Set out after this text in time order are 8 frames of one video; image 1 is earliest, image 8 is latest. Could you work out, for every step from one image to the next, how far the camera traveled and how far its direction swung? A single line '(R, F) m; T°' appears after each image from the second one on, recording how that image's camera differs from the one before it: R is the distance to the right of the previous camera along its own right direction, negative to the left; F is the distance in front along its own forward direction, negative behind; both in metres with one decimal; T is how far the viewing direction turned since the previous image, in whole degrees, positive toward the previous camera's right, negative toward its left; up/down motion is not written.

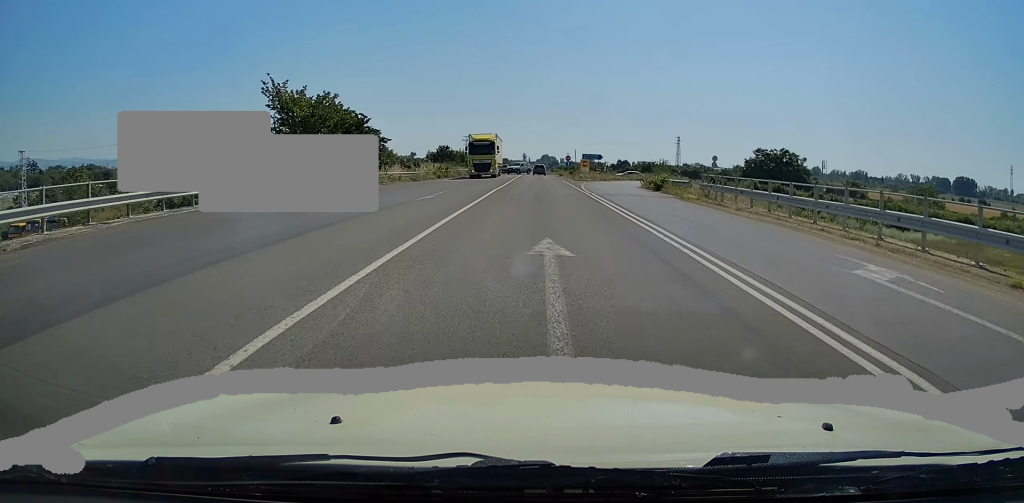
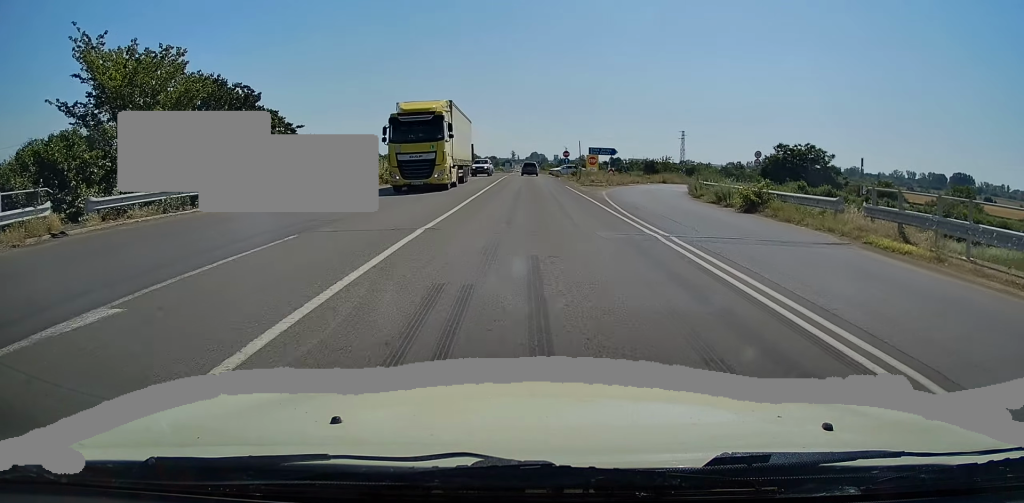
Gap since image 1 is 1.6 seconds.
(+0.1, +18.2) m; 0°
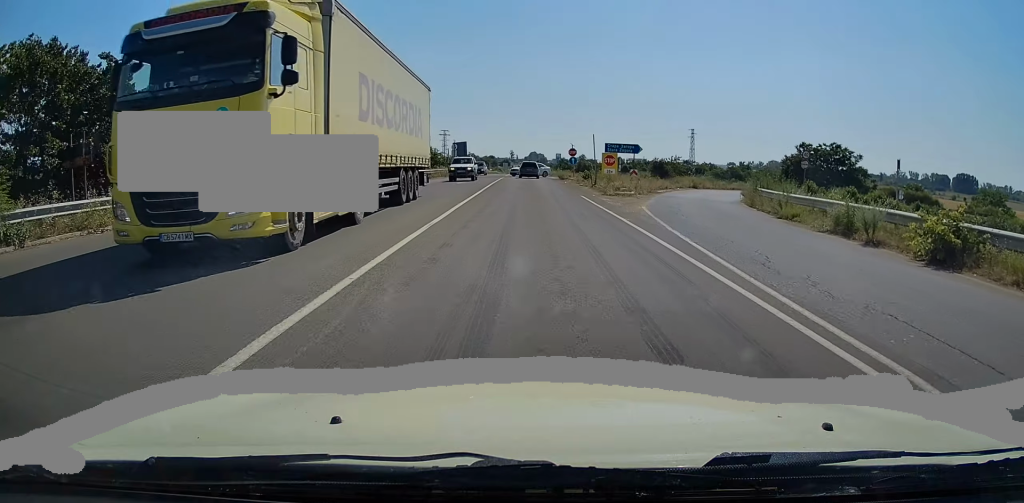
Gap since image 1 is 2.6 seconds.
(0.0, +10.9) m; 0°
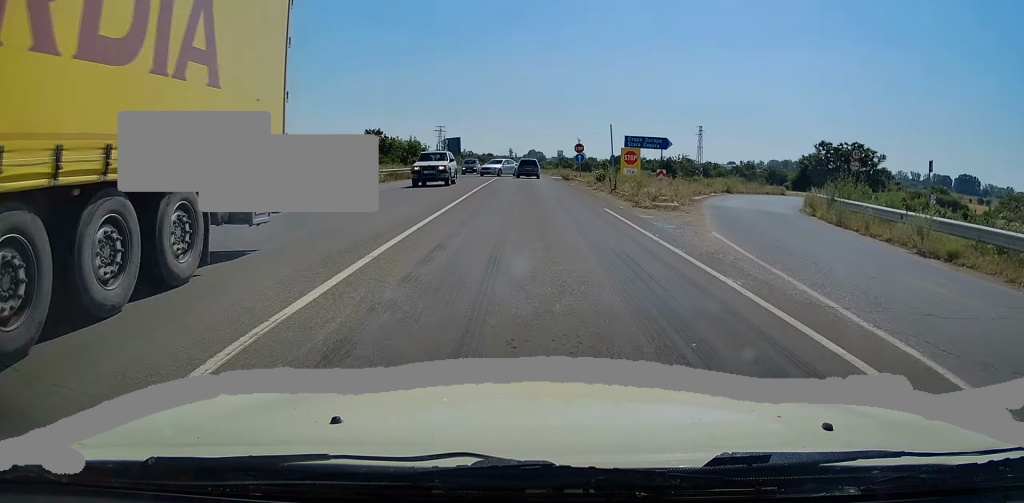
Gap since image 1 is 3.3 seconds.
(0.0, +8.0) m; 0°
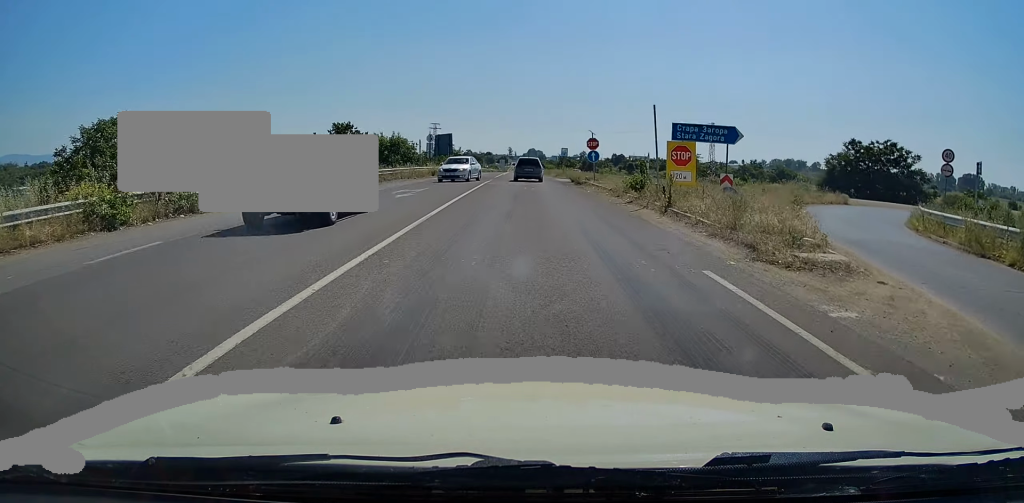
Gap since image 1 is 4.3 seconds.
(0.0, +10.1) m; +1°
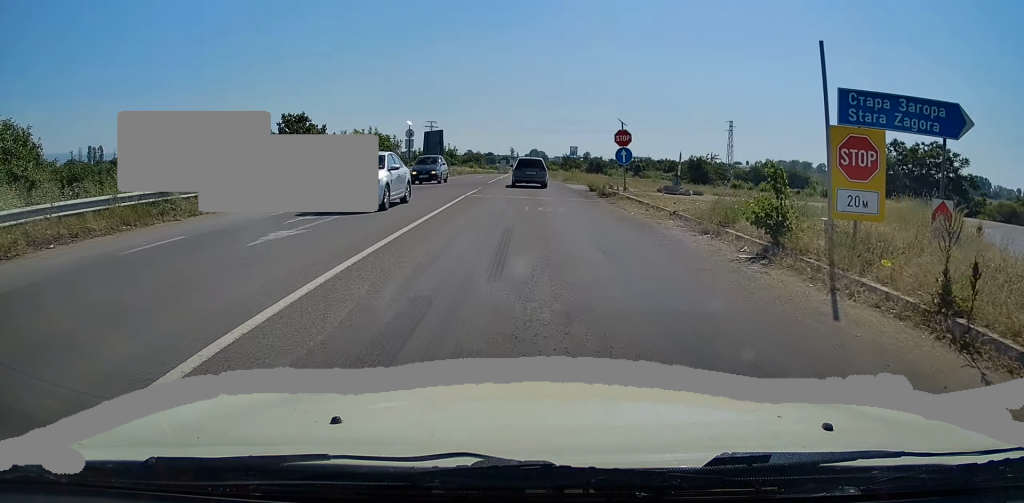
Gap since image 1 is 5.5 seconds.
(+0.3, +11.4) m; +2°
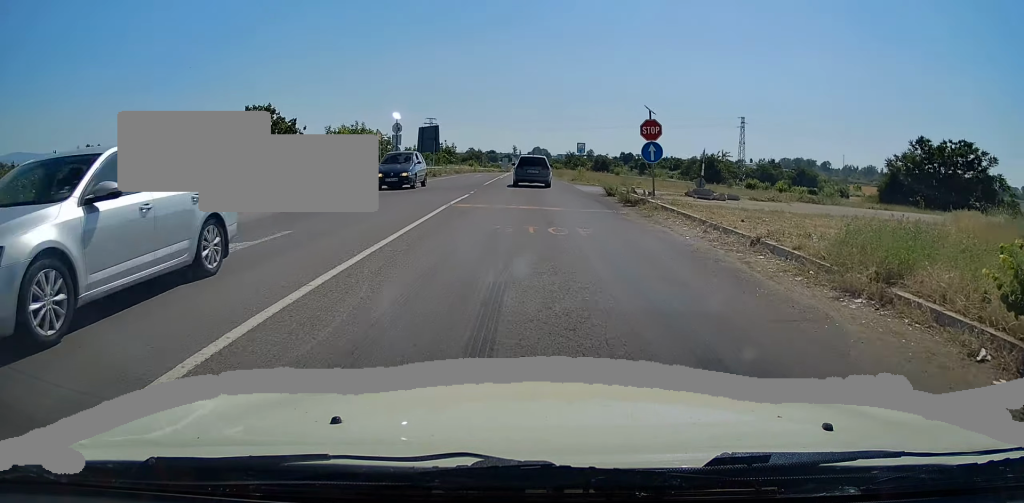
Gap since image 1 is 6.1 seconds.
(0.0, +5.6) m; 0°
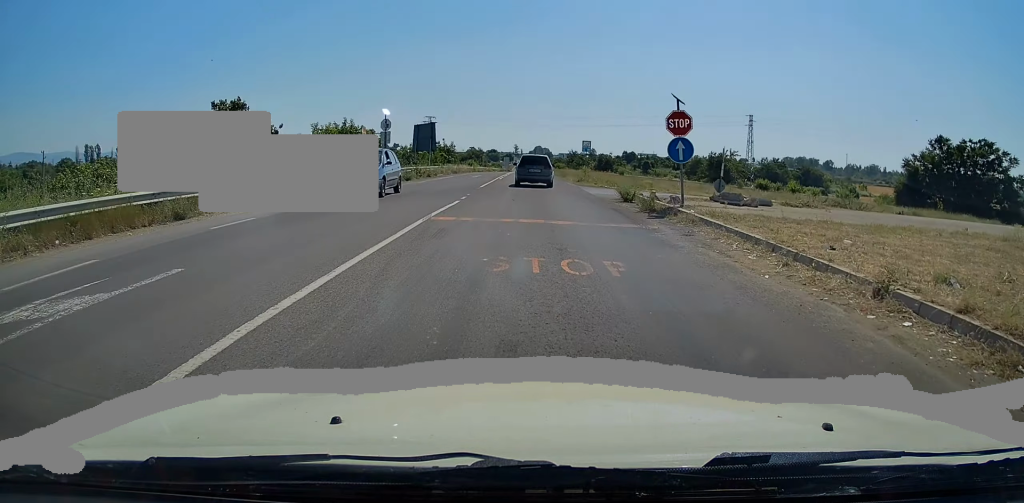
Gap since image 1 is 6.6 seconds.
(0.0, +4.0) m; -1°
